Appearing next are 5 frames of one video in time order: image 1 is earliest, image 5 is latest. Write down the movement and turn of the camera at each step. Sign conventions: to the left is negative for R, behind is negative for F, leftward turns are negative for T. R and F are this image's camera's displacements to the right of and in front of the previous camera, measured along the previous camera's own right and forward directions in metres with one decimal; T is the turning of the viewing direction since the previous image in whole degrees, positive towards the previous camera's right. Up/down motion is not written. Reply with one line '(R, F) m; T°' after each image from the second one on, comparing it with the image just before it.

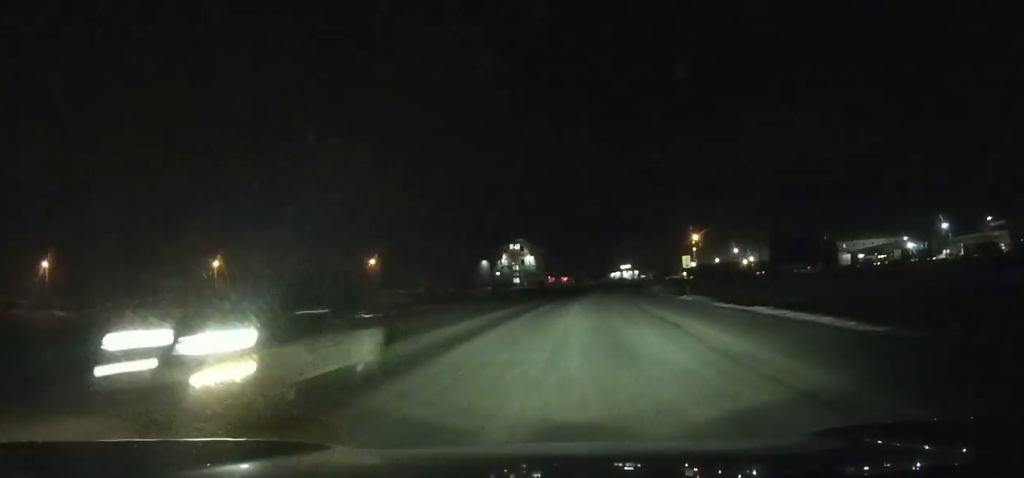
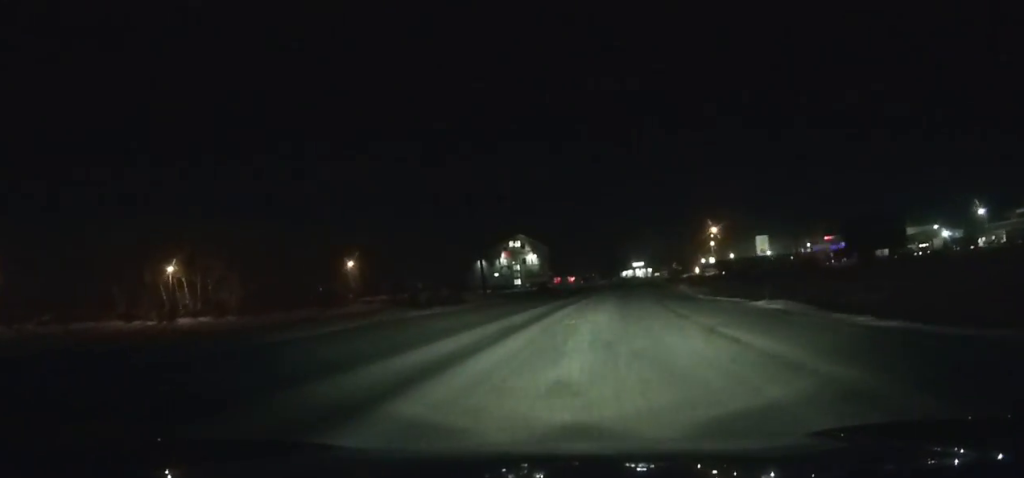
(-0.2, +19.3) m; +1°
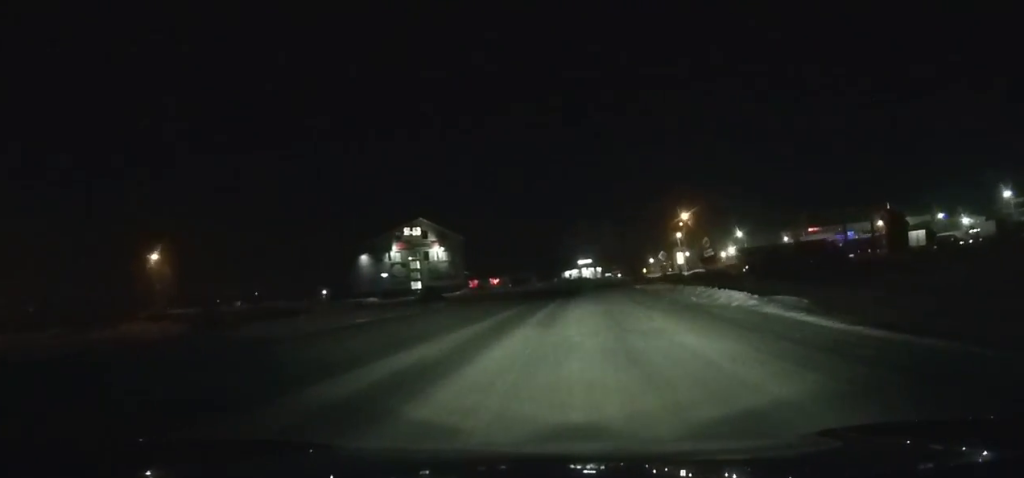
(+1.2, +41.9) m; +3°
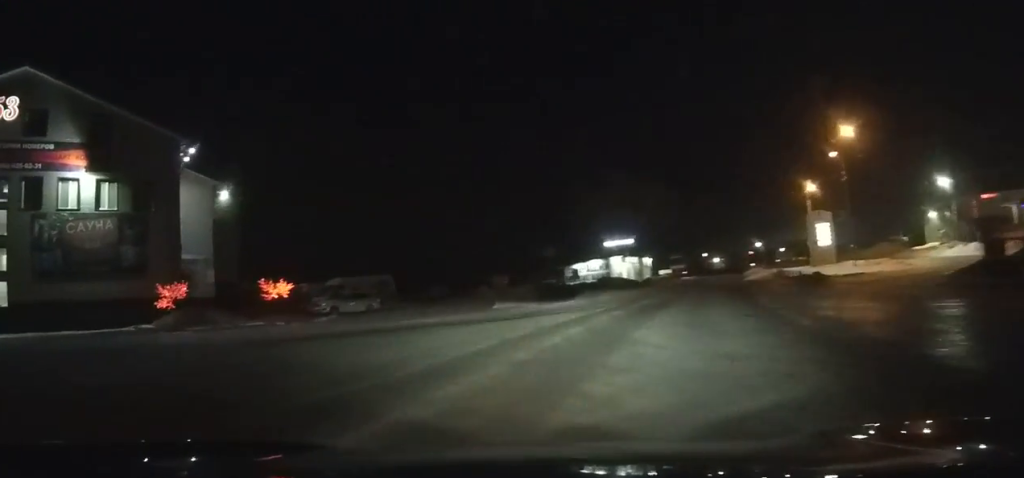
(+1.3, +68.2) m; -11°
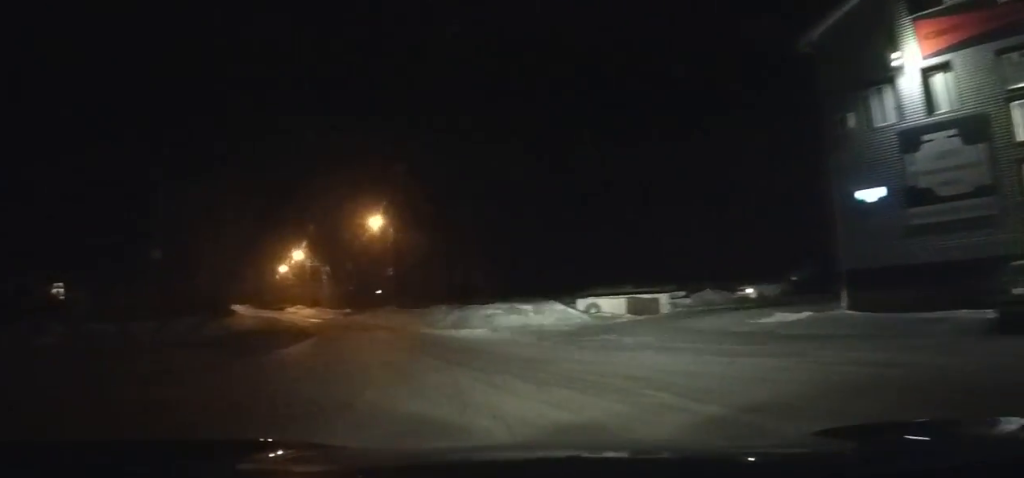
(-6.6, +21.1) m; -56°
